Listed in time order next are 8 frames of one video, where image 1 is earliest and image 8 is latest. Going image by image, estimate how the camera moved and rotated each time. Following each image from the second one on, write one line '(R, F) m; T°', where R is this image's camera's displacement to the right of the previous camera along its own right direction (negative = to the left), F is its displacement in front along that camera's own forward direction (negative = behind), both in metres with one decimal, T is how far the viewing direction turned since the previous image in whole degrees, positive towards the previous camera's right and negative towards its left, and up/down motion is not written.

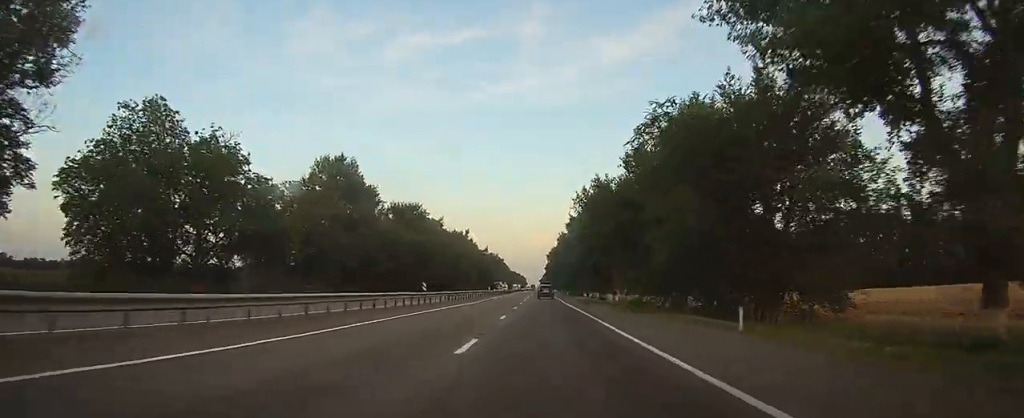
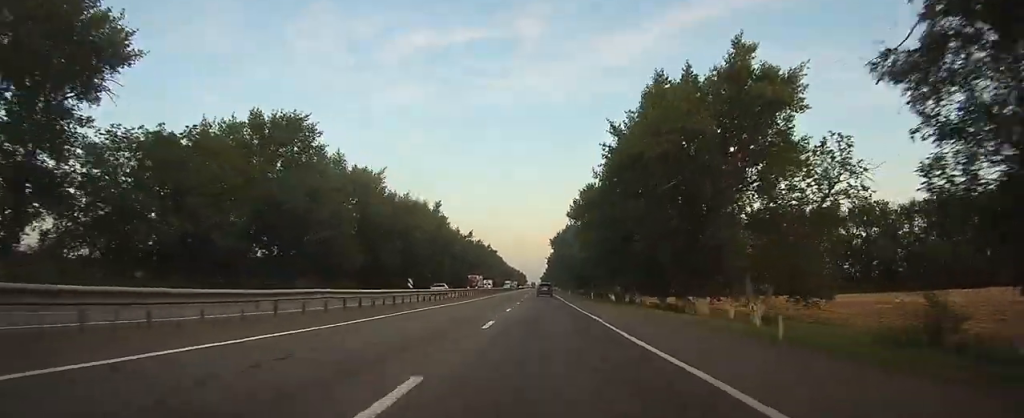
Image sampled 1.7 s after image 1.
(0.0, +54.1) m; 0°
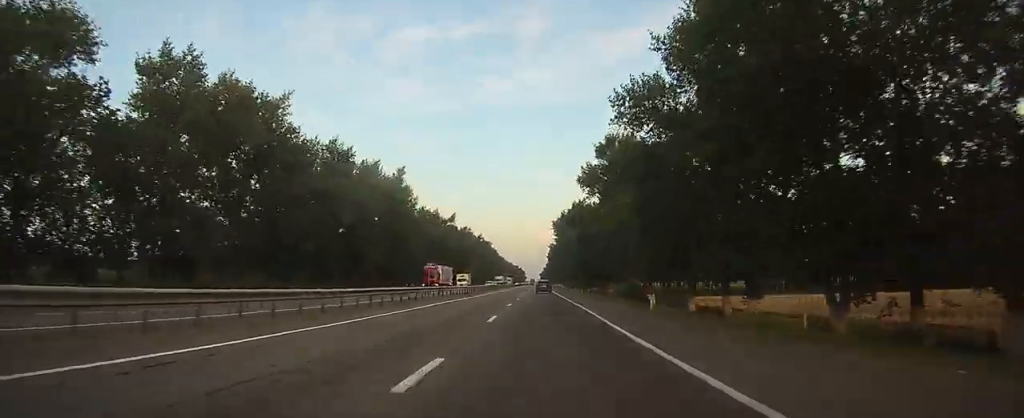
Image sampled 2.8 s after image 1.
(0.0, +34.0) m; 0°
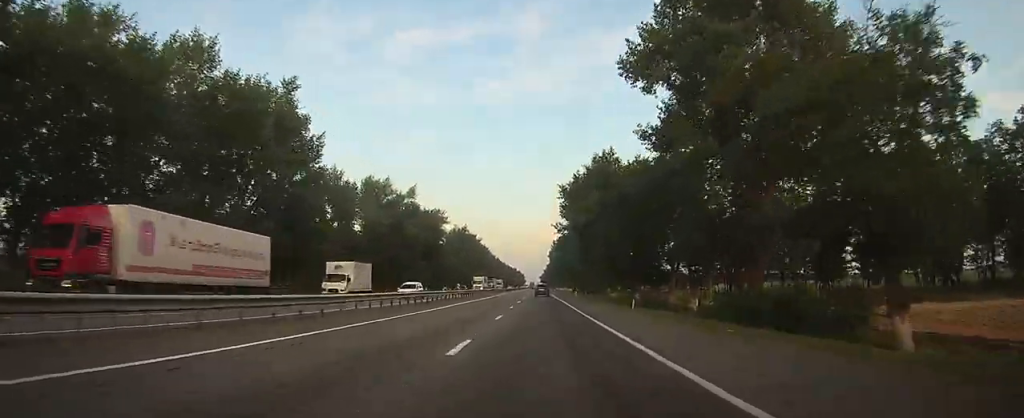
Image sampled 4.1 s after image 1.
(-0.1, +43.4) m; 0°
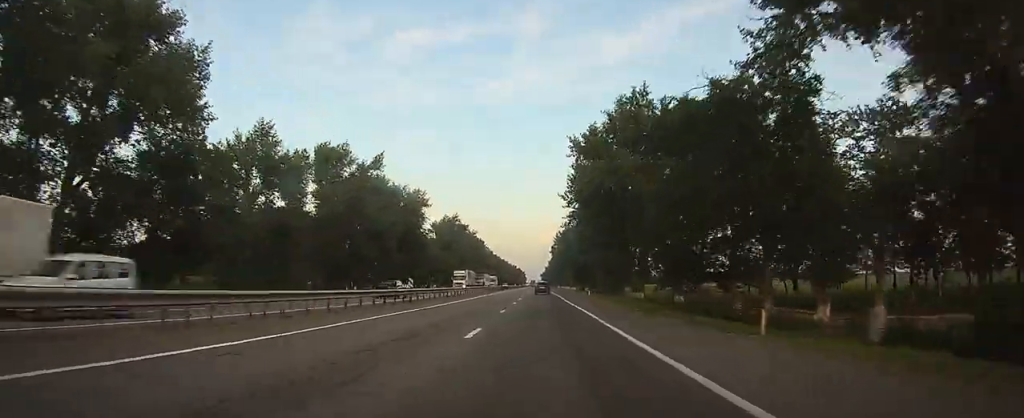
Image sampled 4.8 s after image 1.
(0.0, +21.0) m; 0°
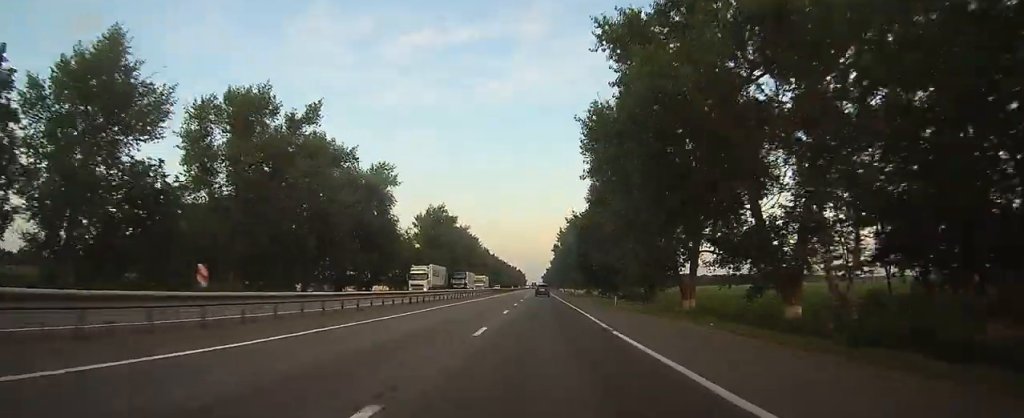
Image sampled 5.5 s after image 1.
(-0.1, +21.6) m; 0°
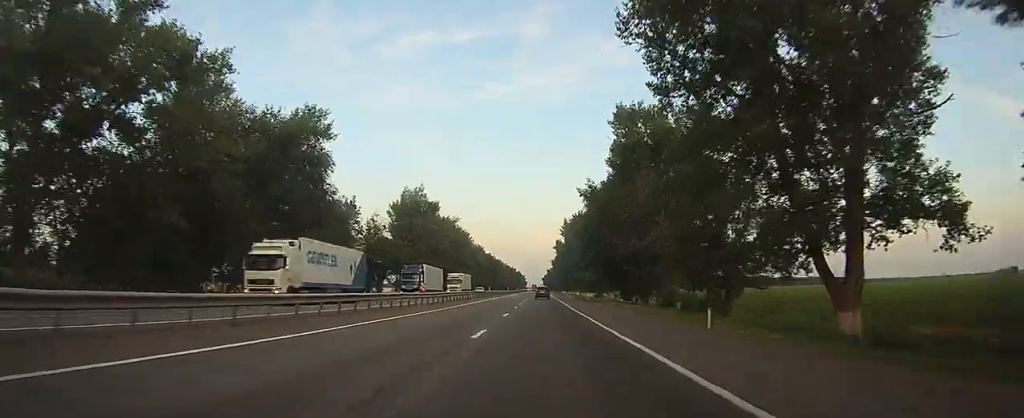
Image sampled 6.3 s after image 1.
(0.0, +23.3) m; 0°
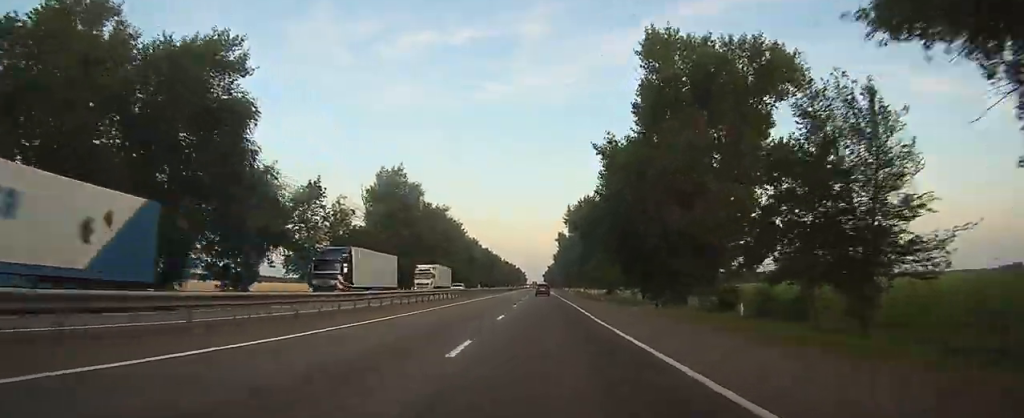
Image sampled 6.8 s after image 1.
(0.0, +15.1) m; 0°
